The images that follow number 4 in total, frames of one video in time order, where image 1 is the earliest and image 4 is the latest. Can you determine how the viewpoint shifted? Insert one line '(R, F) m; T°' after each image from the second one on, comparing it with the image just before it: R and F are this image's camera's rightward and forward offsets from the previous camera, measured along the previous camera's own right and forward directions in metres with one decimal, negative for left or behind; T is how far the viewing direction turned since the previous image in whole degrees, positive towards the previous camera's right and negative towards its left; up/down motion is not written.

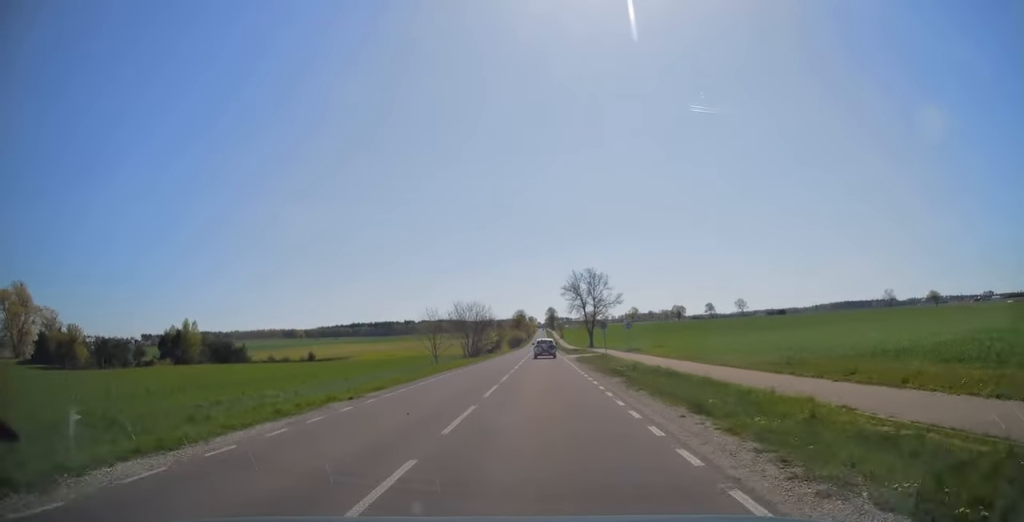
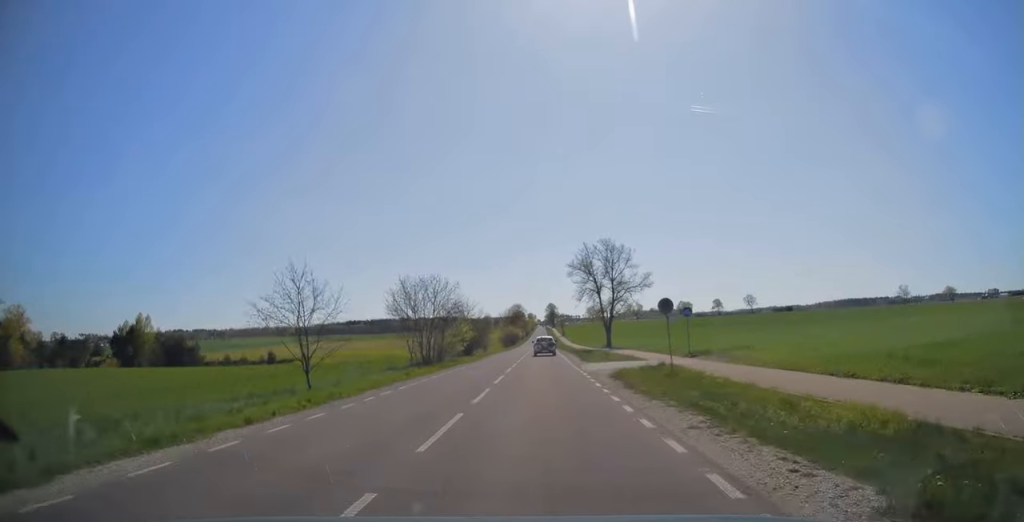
(0.0, +25.0) m; 0°
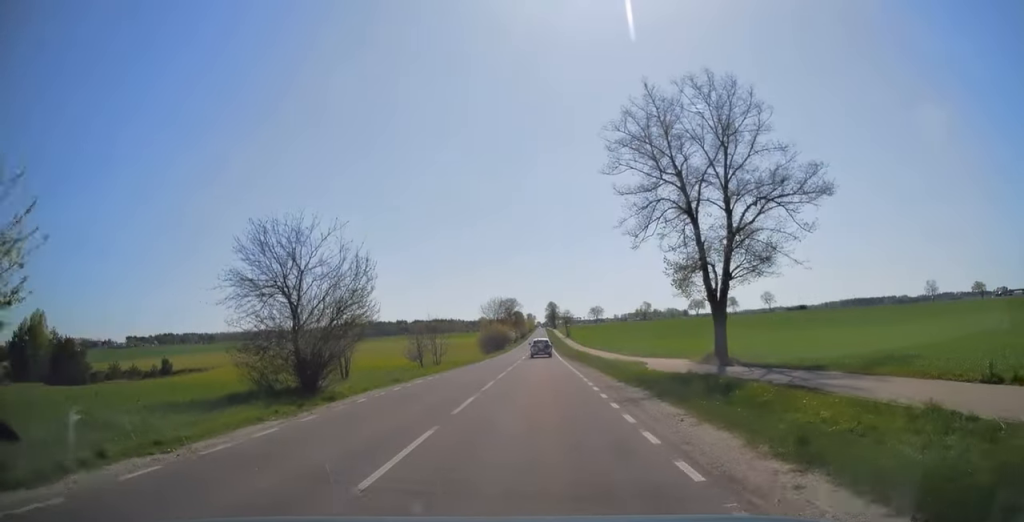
(-0.1, +42.7) m; 0°
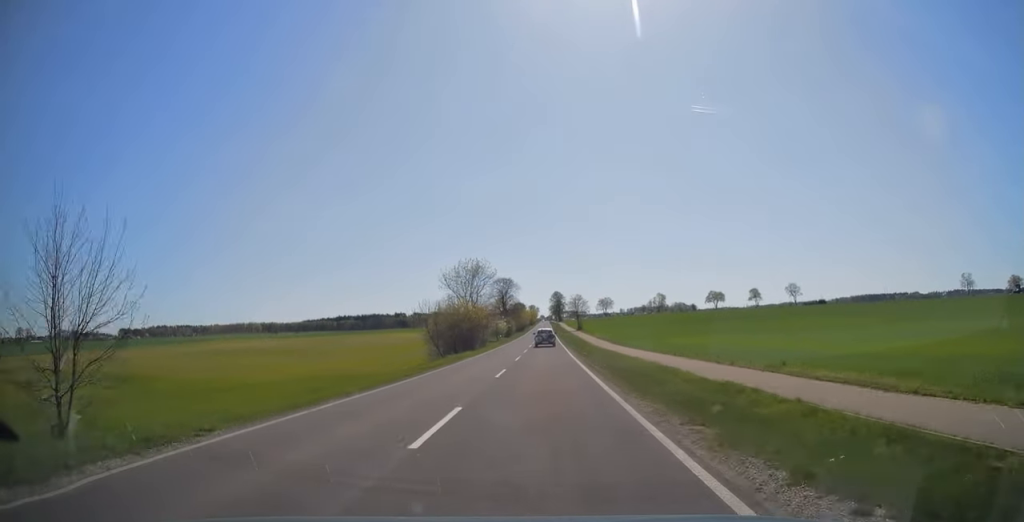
(+0.1, +42.7) m; 0°
